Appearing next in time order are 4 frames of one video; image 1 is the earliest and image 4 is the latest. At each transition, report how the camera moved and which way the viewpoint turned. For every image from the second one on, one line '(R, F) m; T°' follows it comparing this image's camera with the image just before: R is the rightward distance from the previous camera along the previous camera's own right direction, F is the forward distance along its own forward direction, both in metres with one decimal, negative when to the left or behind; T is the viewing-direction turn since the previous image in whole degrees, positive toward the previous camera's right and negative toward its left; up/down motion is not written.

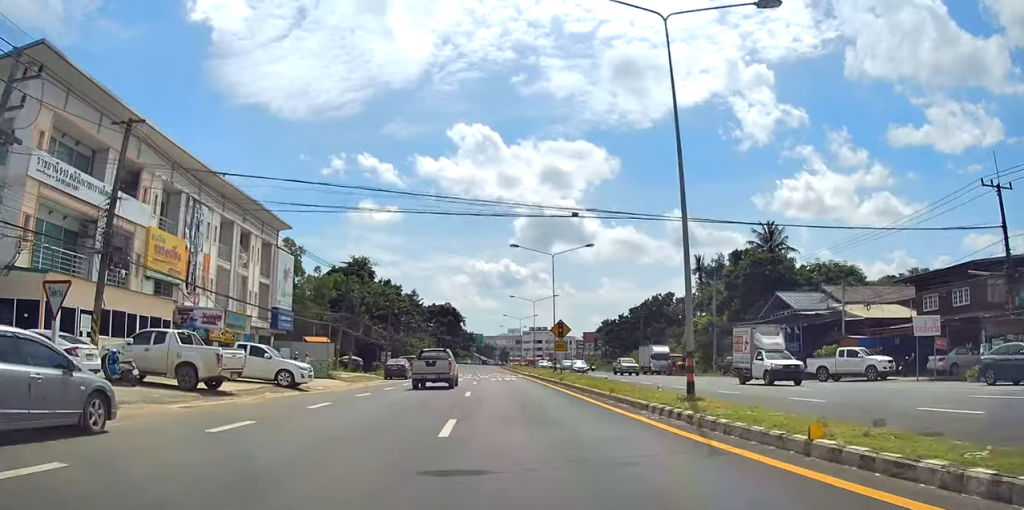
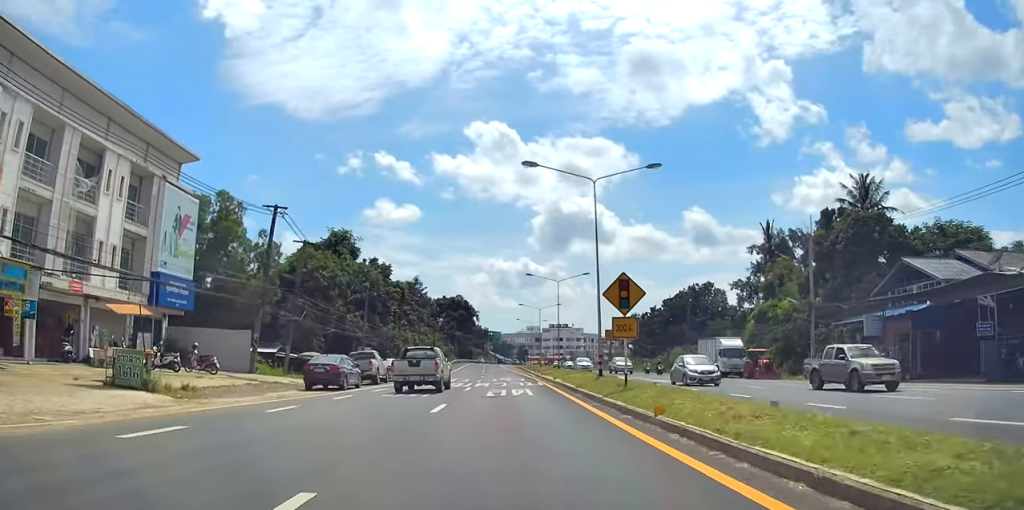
(-0.5, +19.6) m; -2°
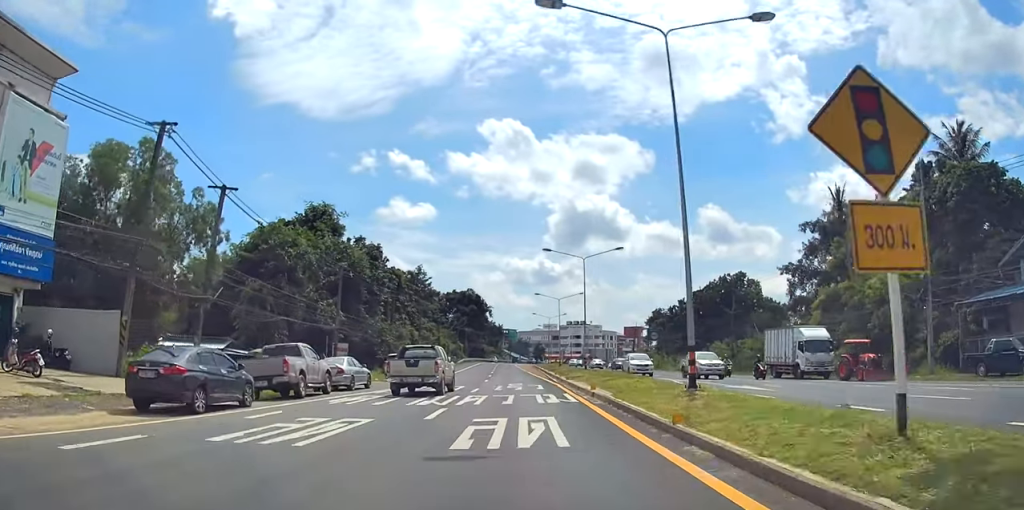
(0.0, +13.1) m; 0°
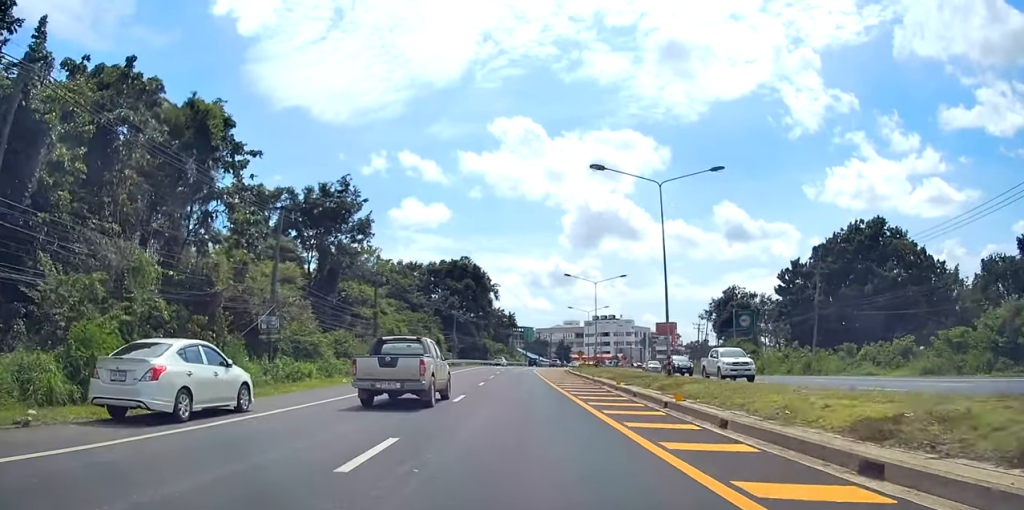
(-0.6, +54.5) m; -2°
